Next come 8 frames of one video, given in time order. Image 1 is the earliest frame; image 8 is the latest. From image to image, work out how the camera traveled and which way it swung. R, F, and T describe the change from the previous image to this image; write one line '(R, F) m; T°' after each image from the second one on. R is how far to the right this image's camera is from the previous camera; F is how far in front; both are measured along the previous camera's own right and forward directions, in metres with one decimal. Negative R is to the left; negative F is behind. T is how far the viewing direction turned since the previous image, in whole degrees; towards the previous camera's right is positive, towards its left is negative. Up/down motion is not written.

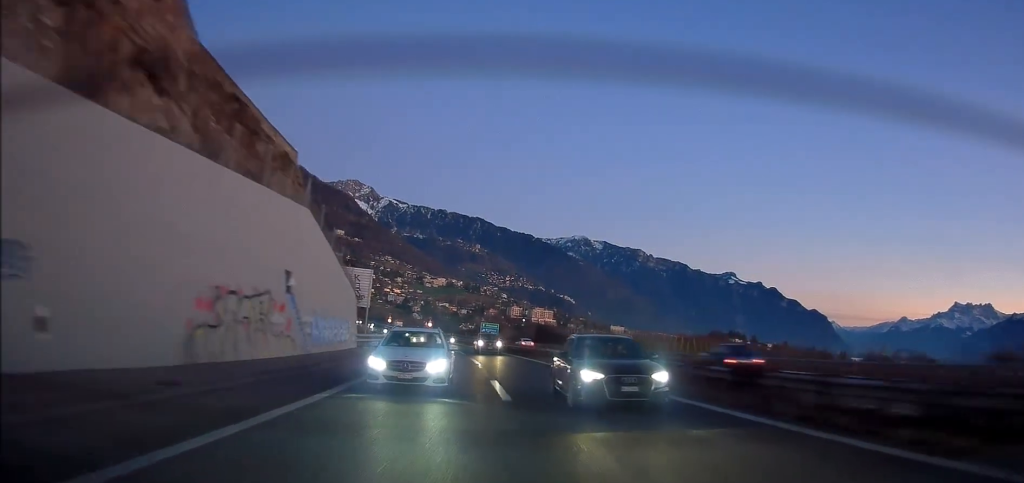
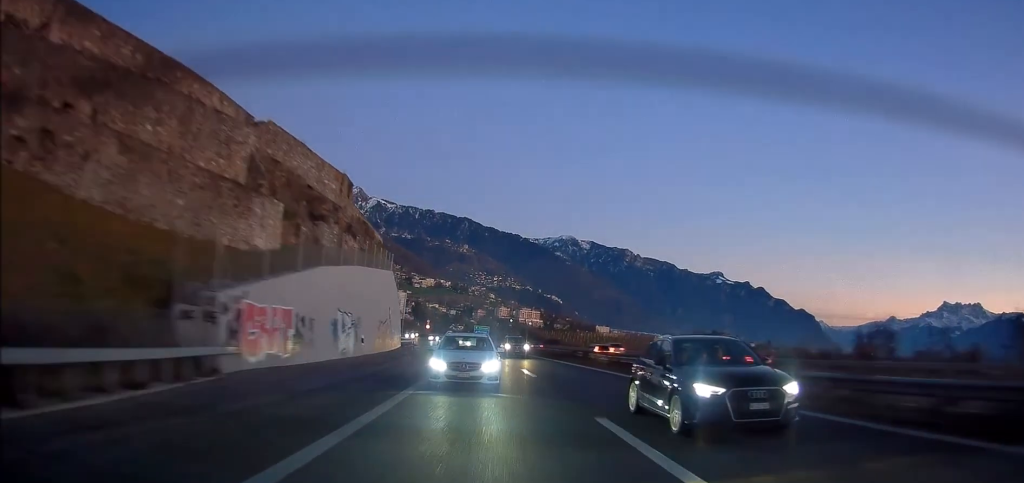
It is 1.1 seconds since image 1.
(+0.8, +27.2) m; +2°
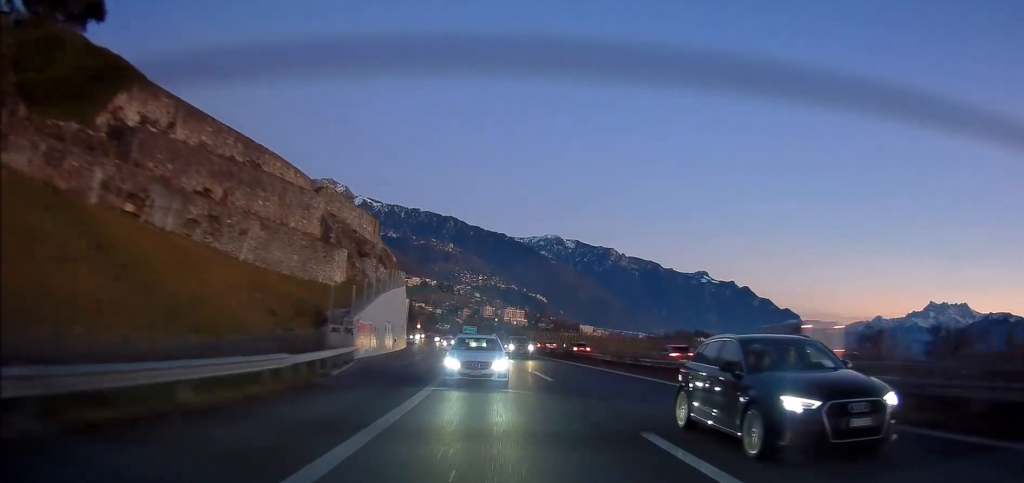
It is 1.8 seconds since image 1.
(0.0, +16.3) m; +1°
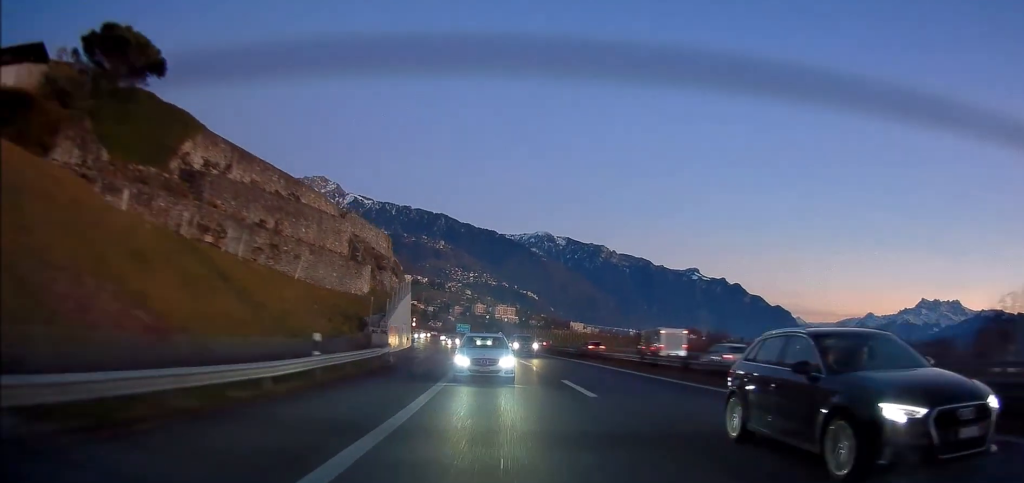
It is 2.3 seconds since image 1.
(-0.1, +11.5) m; +1°
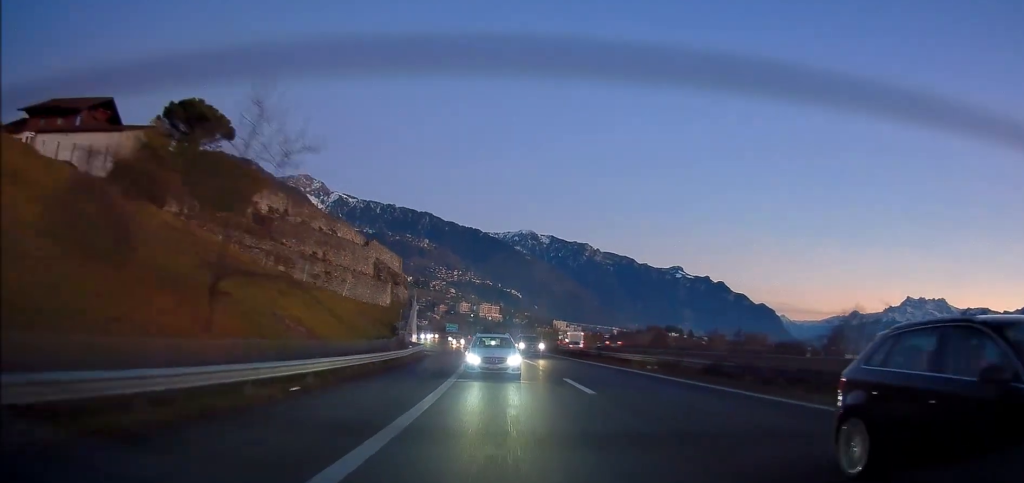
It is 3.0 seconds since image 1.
(+0.4, +18.9) m; +2°
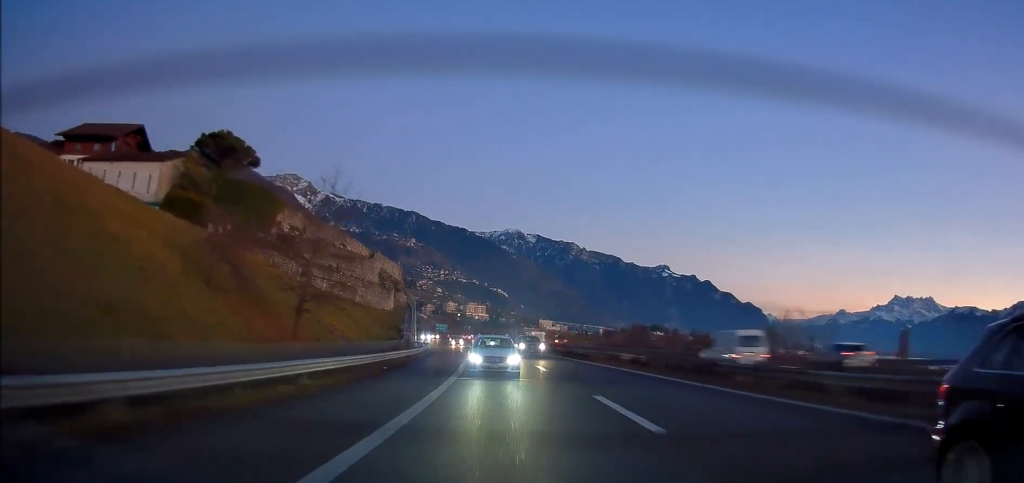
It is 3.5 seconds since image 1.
(+0.1, +11.5) m; +1°
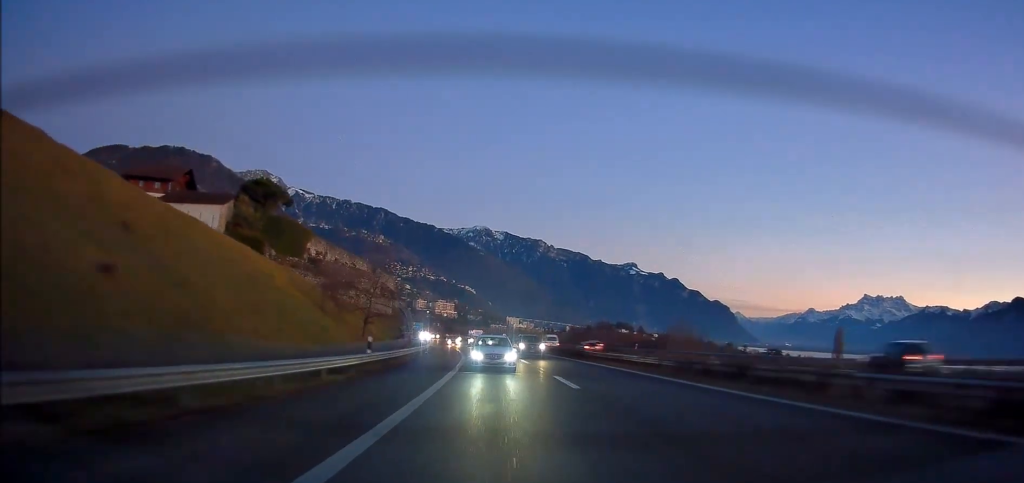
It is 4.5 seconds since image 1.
(+0.6, +25.7) m; +2°
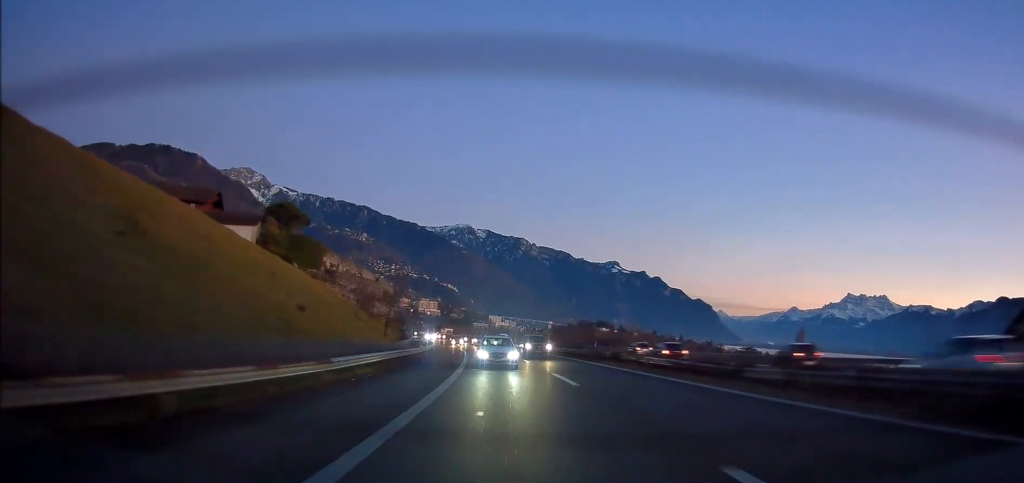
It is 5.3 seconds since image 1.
(+0.2, +19.3) m; +2°
